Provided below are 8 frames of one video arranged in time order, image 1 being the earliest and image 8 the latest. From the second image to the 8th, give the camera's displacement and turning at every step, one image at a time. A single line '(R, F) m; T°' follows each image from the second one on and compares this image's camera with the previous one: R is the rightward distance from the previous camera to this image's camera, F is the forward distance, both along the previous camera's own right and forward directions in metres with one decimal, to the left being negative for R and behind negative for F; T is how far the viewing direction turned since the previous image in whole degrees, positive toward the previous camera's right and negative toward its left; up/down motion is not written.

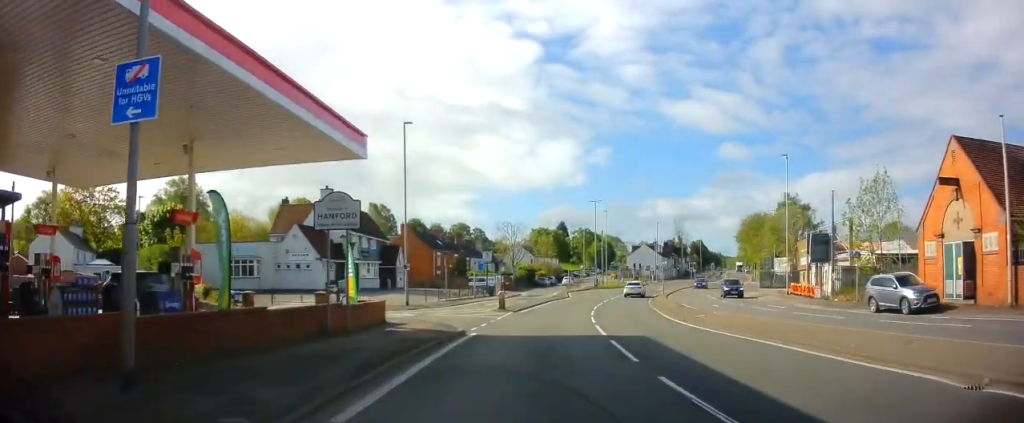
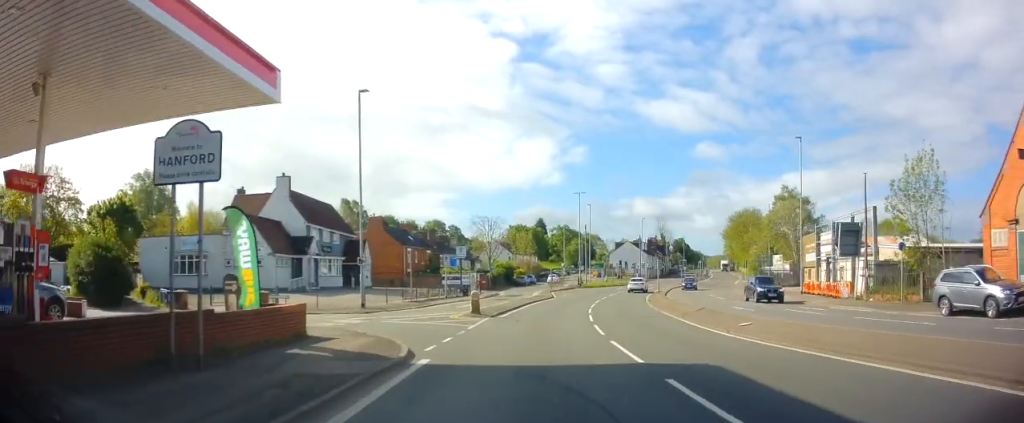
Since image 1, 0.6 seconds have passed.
(+0.1, +6.4) m; +2°
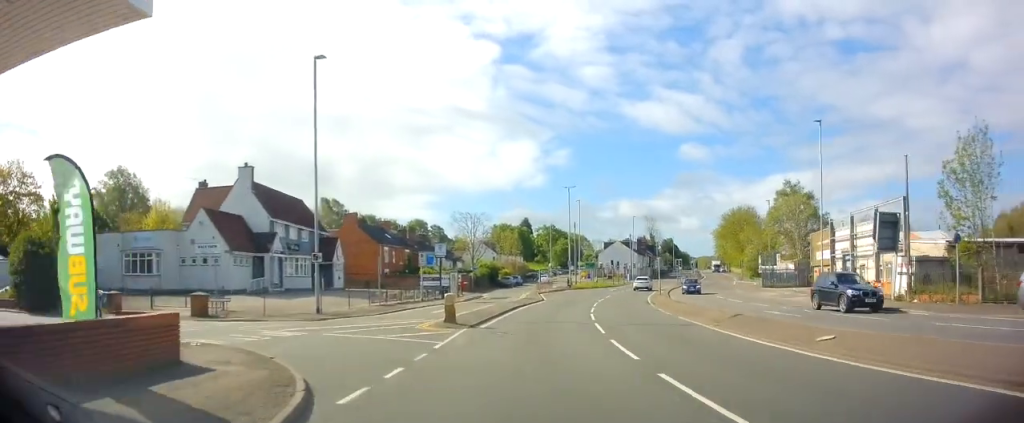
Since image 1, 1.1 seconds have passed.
(+0.2, +5.5) m; +1°
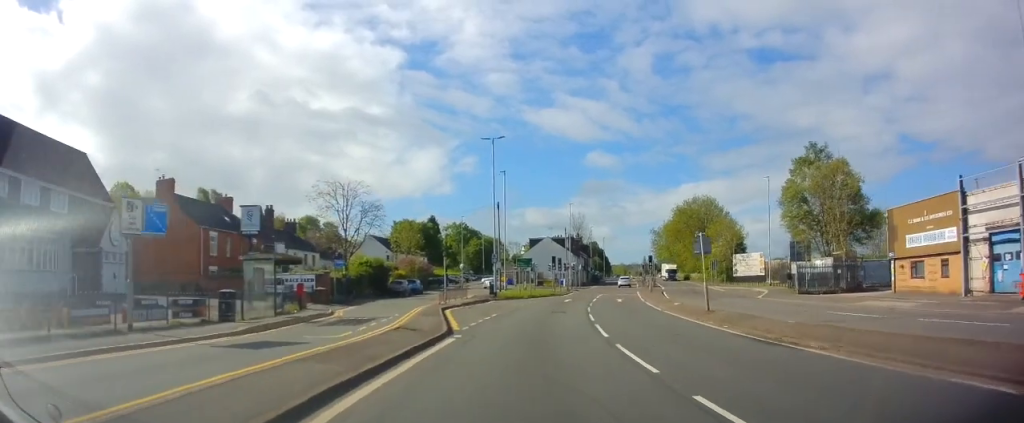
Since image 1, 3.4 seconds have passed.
(+1.6, +26.4) m; +9°
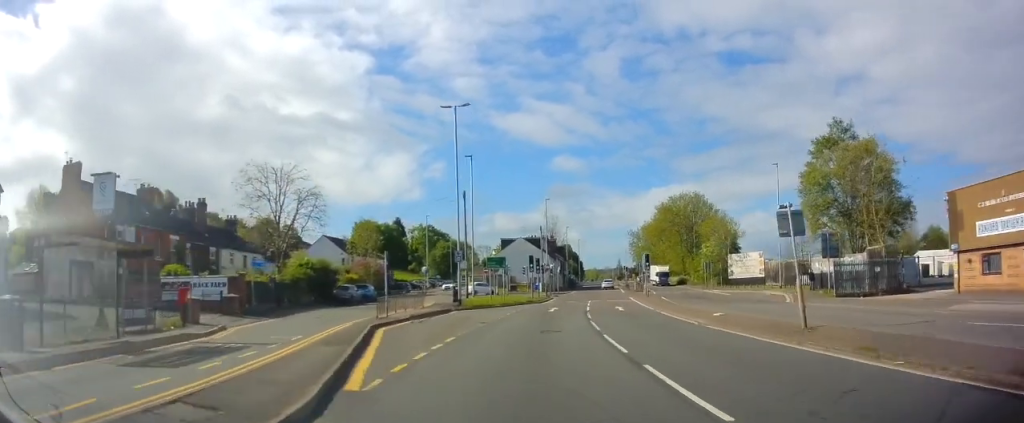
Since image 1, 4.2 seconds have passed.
(+0.3, +9.3) m; +3°
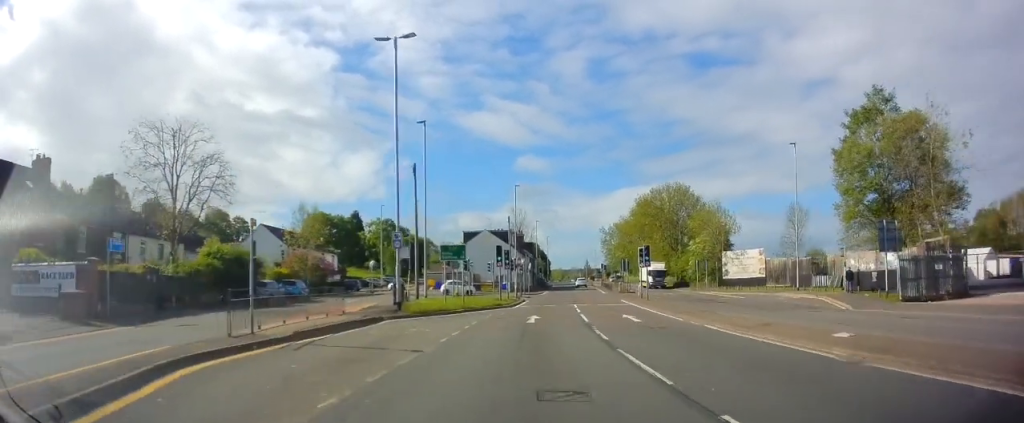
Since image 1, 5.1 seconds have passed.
(+0.2, +10.2) m; +3°
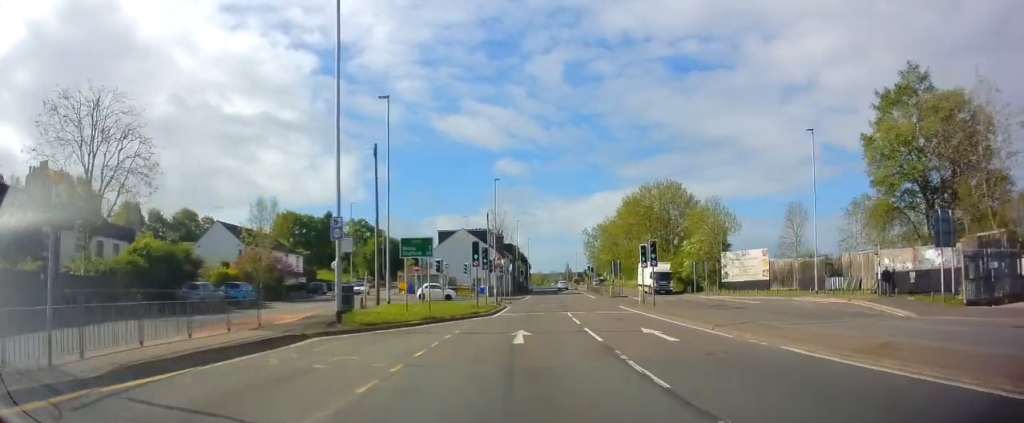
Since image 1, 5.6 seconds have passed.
(0.0, +6.3) m; +2°
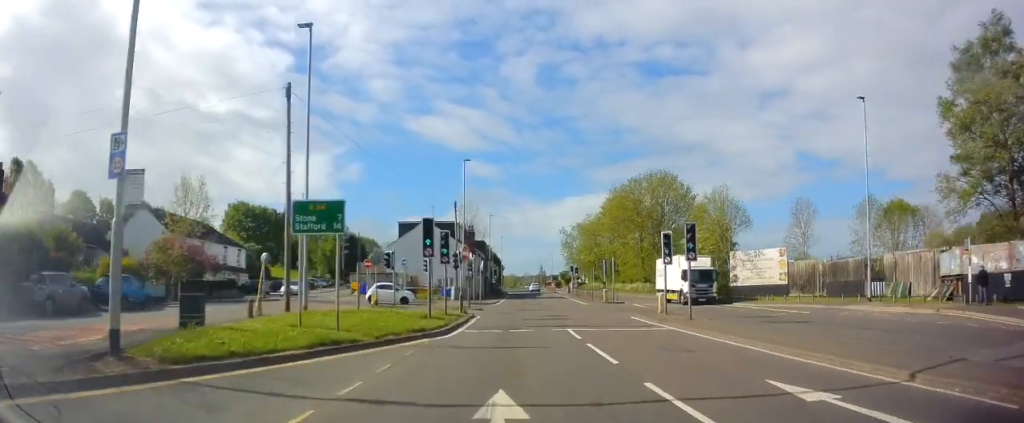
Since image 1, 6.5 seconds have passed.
(+0.4, +10.0) m; +3°
